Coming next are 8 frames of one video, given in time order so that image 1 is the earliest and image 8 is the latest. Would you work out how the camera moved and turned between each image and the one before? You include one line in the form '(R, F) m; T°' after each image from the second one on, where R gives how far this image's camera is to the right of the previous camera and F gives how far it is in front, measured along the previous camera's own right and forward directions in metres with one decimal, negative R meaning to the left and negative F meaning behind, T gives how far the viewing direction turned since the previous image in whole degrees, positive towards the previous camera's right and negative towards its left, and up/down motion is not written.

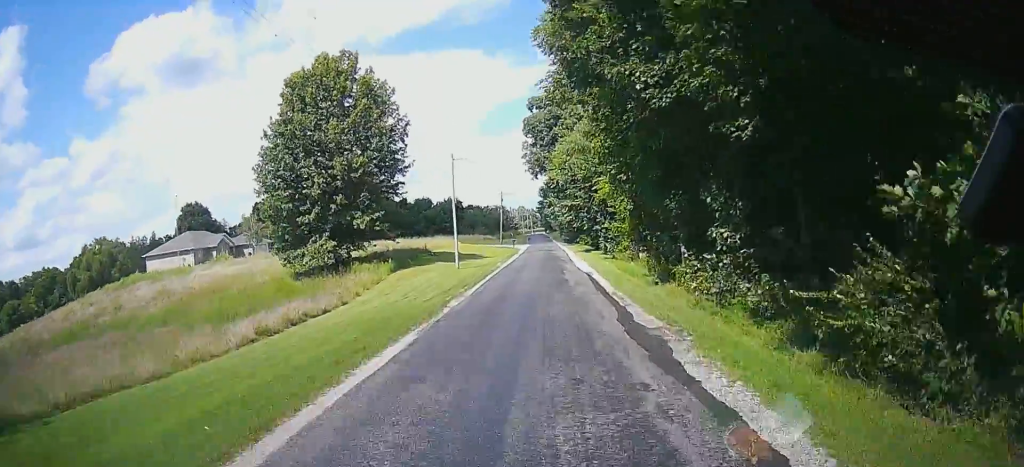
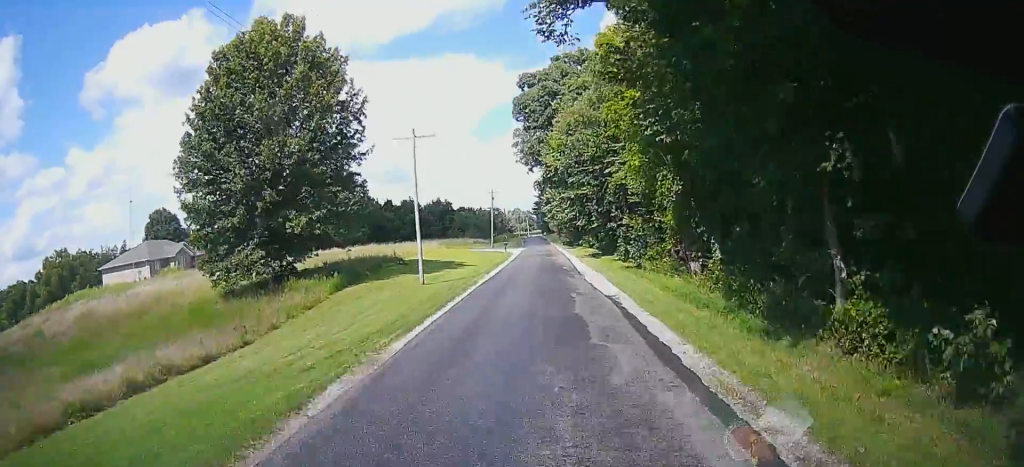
(-0.1, +12.5) m; +1°
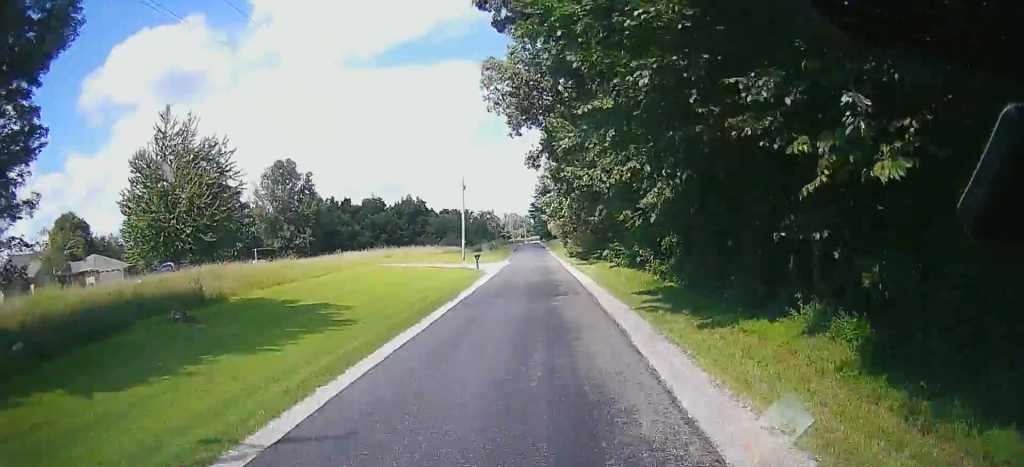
(+1.3, +32.0) m; +2°
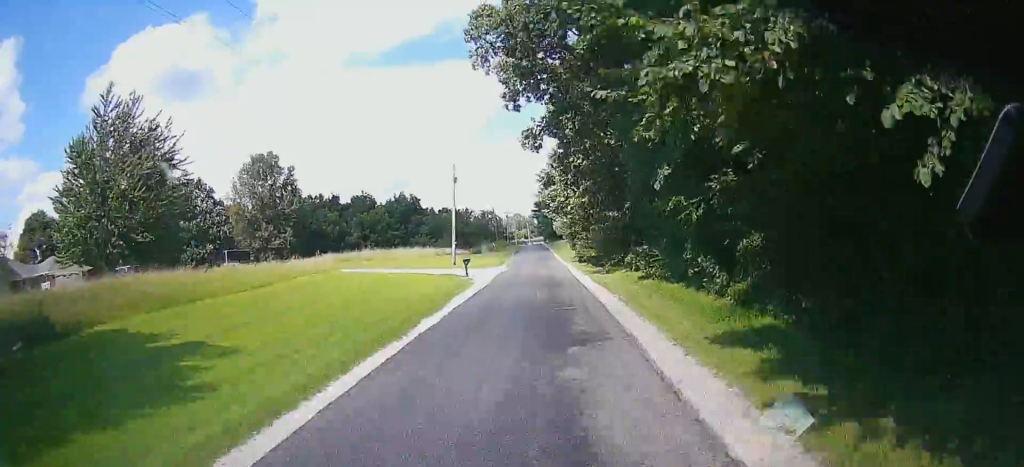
(0.0, +9.5) m; -1°
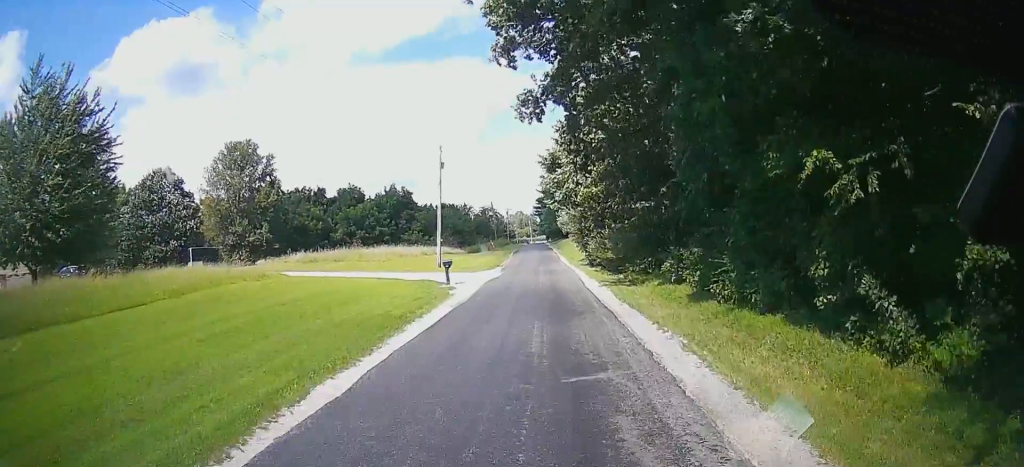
(-0.1, +9.0) m; -1°
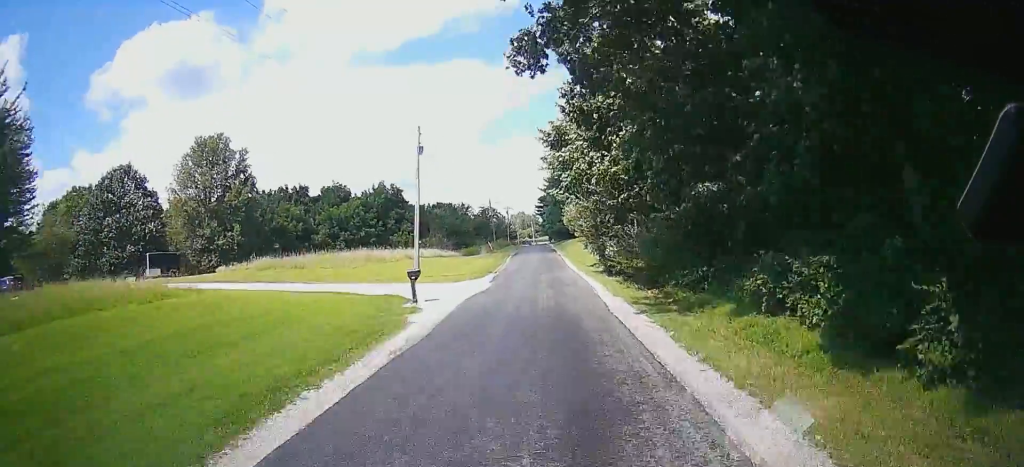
(0.0, +9.0) m; 0°
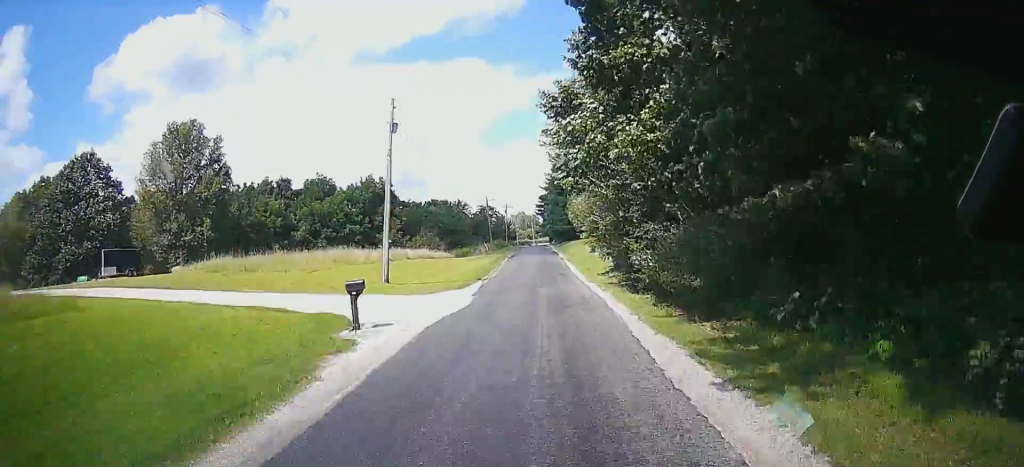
(0.0, +8.0) m; 0°
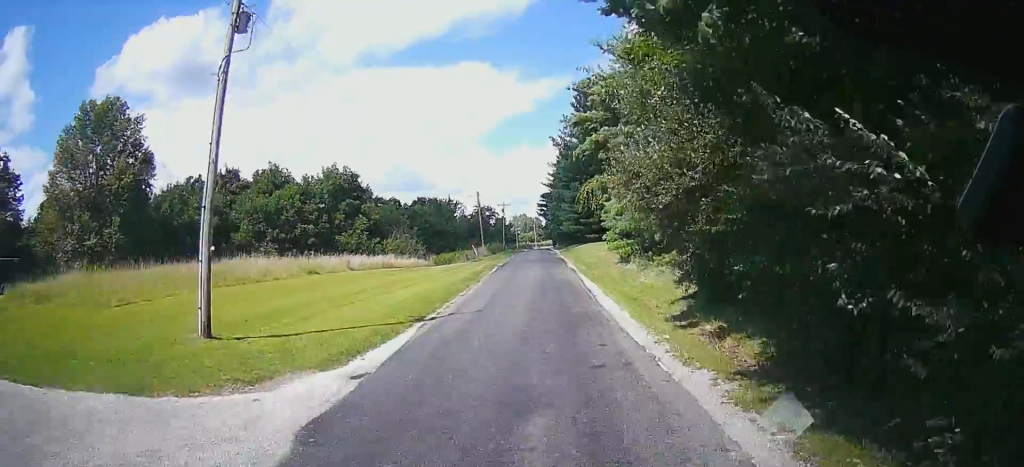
(0.0, +17.3) m; 0°
